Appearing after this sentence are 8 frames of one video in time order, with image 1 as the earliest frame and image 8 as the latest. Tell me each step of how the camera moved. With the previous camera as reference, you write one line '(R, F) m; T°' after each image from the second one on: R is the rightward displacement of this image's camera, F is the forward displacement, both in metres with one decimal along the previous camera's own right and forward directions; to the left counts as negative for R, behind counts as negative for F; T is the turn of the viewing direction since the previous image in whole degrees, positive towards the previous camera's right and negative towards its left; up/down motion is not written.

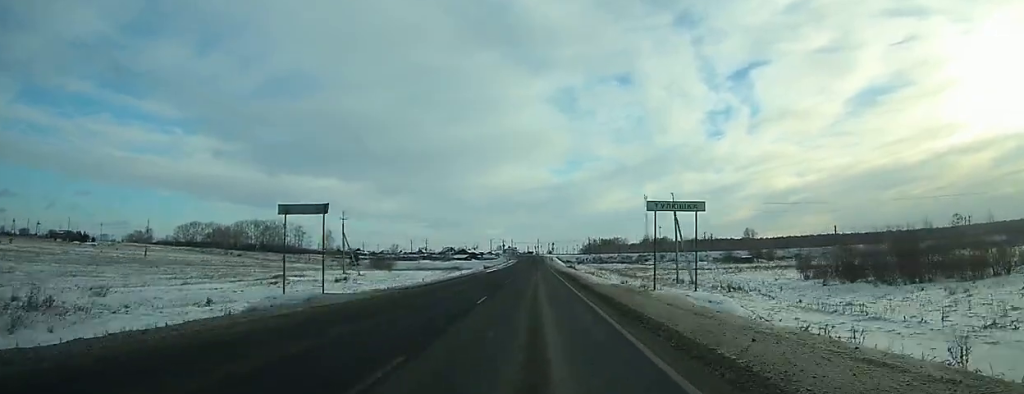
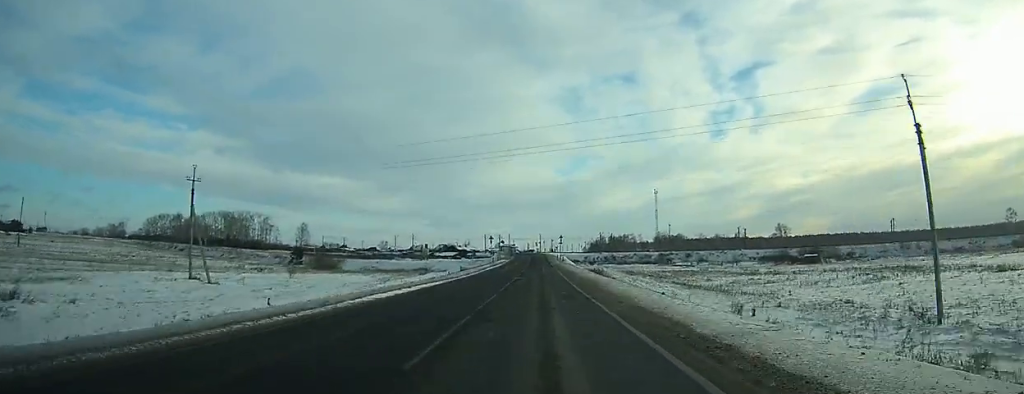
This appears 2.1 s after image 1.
(-0.2, +46.3) m; 0°
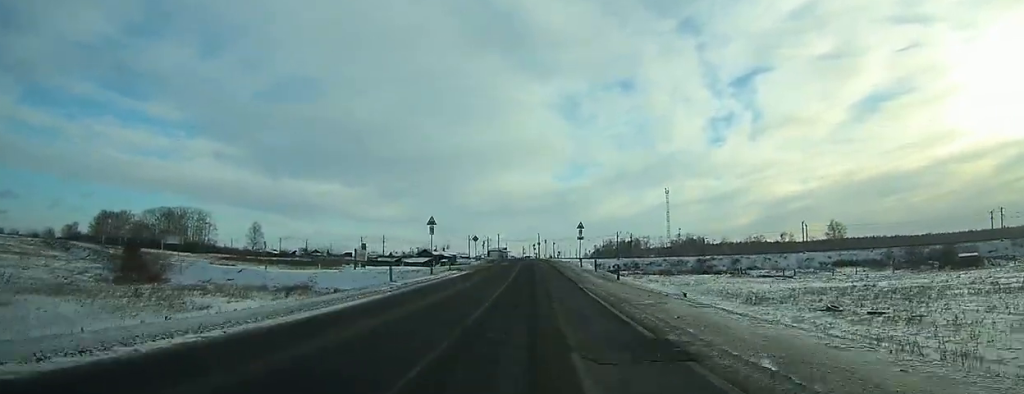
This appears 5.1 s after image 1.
(-0.1, +59.2) m; 0°
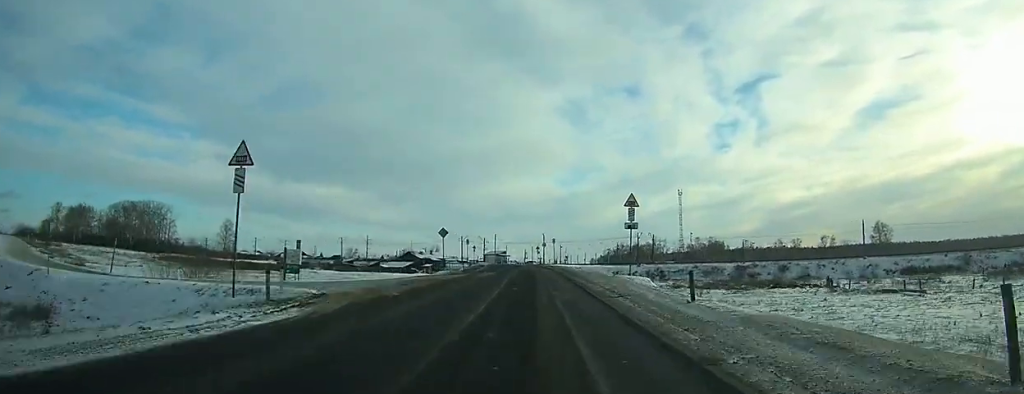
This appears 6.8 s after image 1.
(+0.1, +32.1) m; 0°
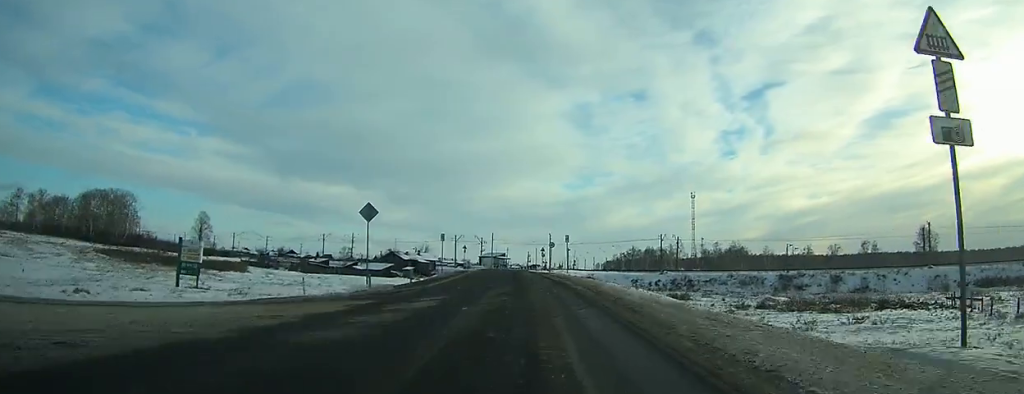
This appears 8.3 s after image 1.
(0.0, +26.2) m; -1°
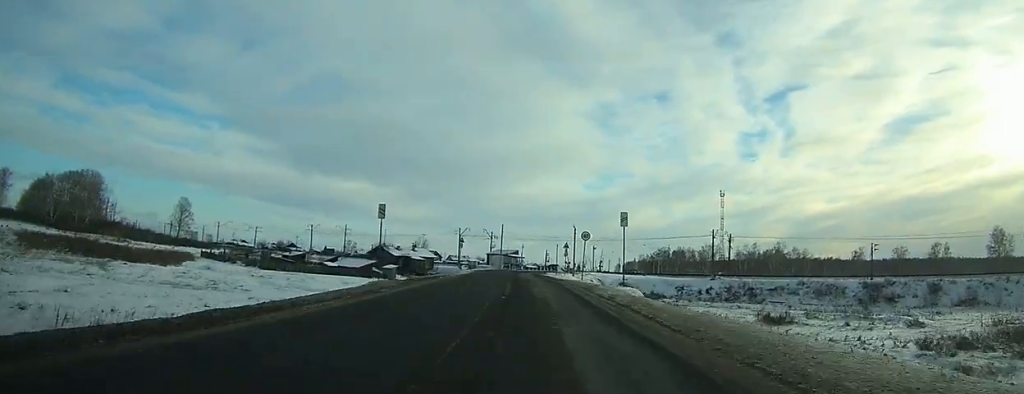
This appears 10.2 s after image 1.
(-0.4, +29.4) m; -1°
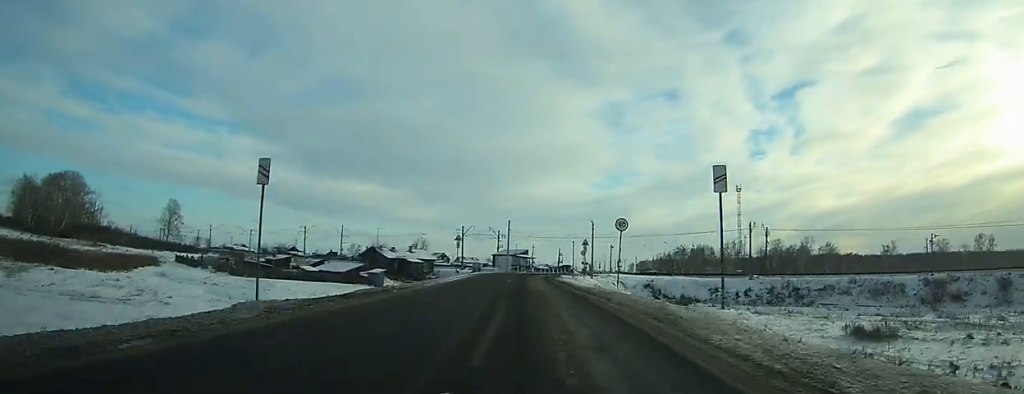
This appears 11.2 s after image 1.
(-0.1, +14.7) m; -1°
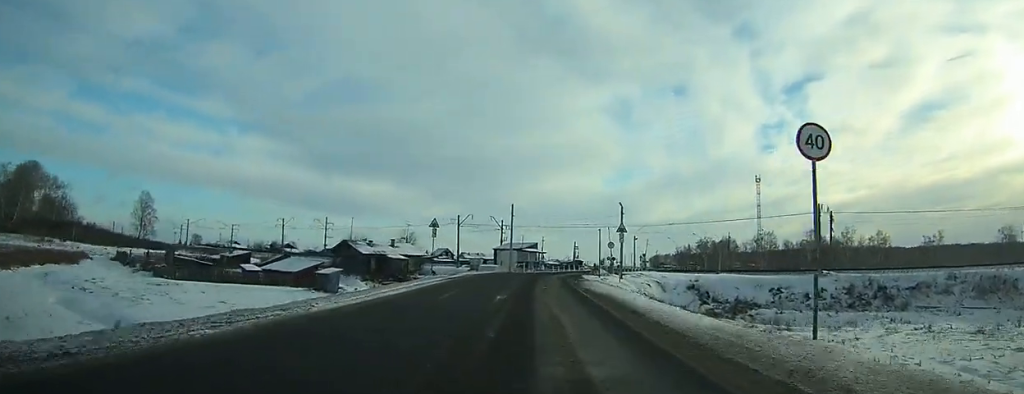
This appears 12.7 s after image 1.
(-0.2, +21.6) m; -1°
